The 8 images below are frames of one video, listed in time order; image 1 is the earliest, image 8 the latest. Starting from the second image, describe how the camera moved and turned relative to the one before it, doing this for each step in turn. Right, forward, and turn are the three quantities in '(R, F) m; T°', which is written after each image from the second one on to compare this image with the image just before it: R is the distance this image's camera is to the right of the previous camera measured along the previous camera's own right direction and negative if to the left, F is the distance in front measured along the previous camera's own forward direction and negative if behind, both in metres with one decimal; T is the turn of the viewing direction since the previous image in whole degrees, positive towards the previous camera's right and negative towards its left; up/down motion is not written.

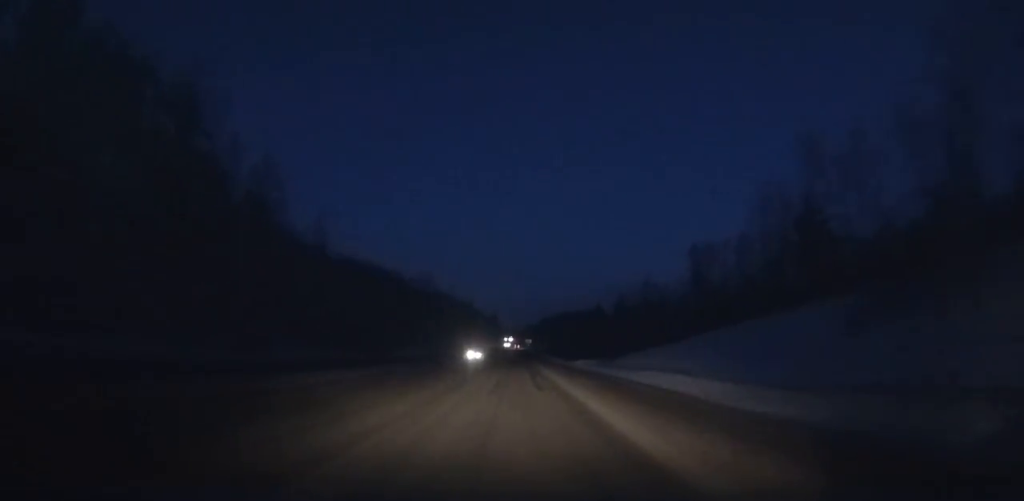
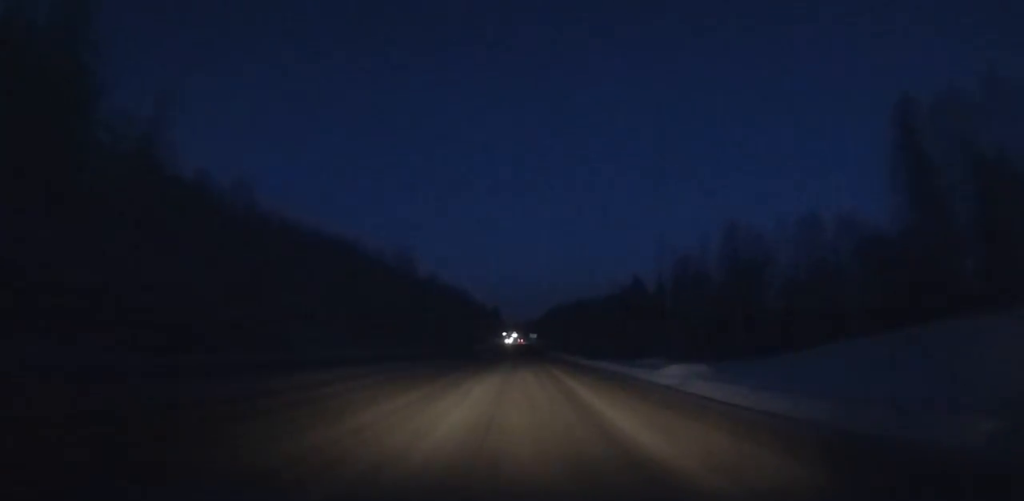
(-0.2, +42.4) m; 0°
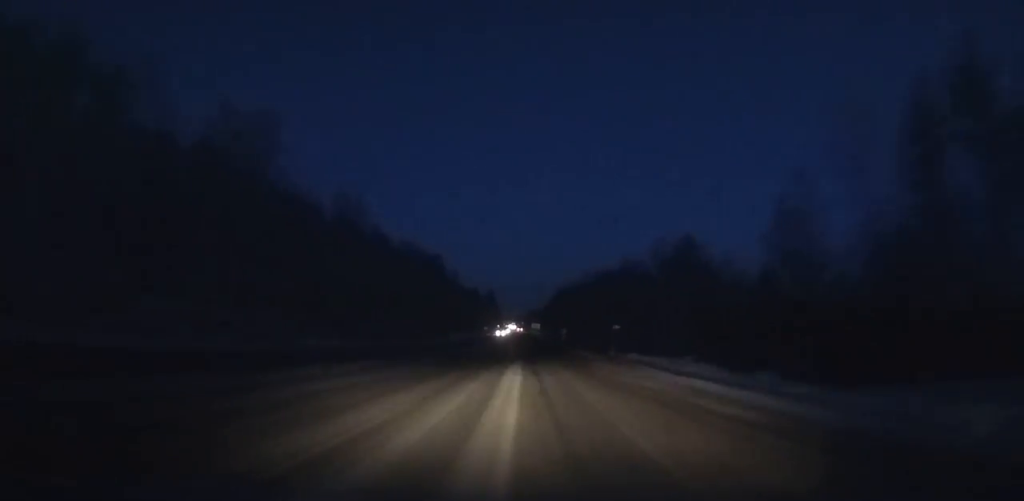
(-0.5, +78.6) m; 0°
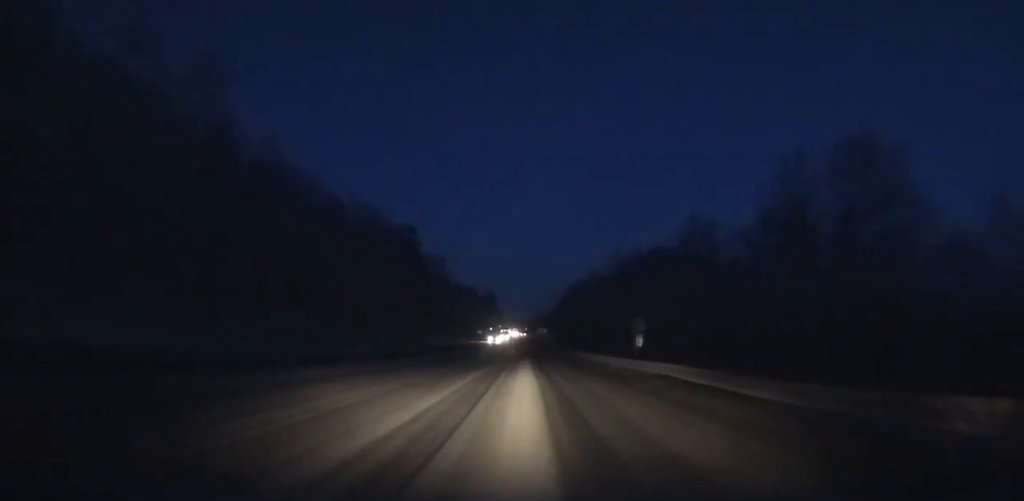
(-0.1, +47.2) m; 0°
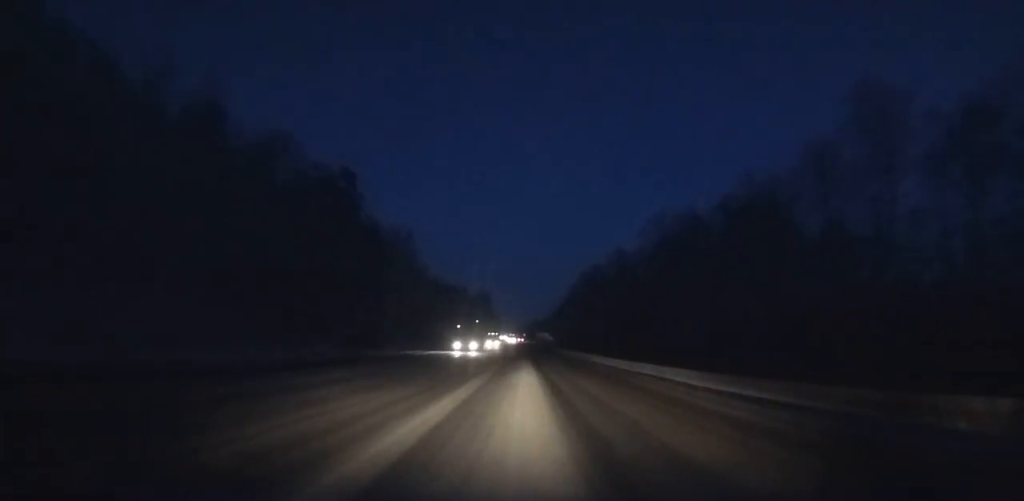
(0.0, +42.8) m; 0°
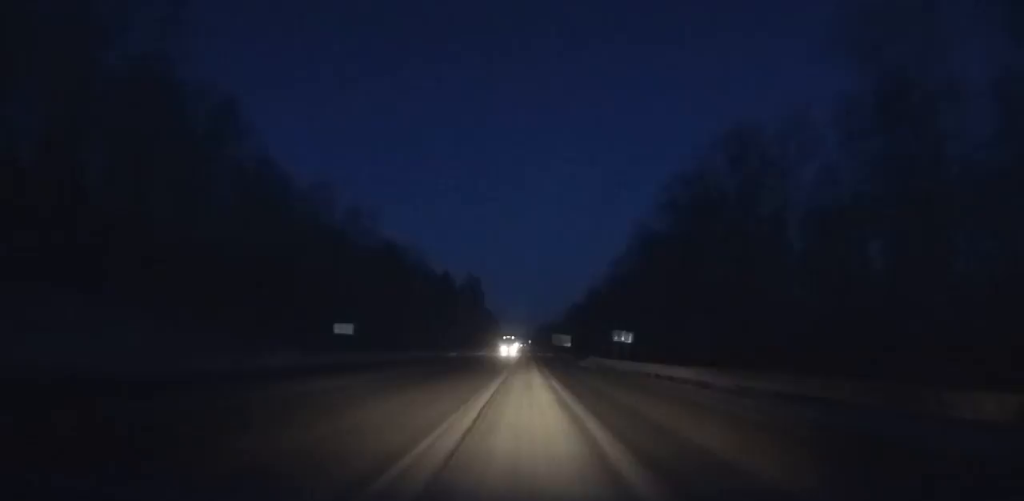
(0.0, +90.5) m; 0°
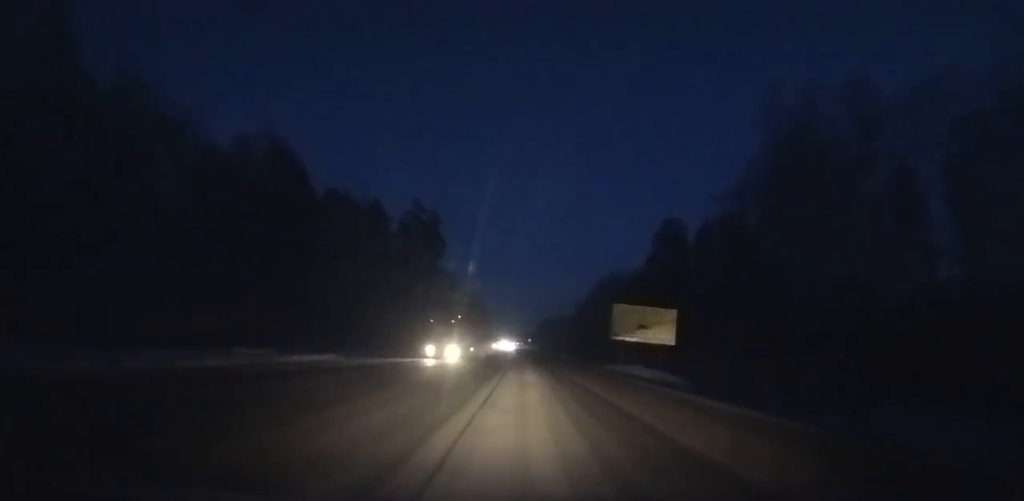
(+0.4, +106.3) m; 0°
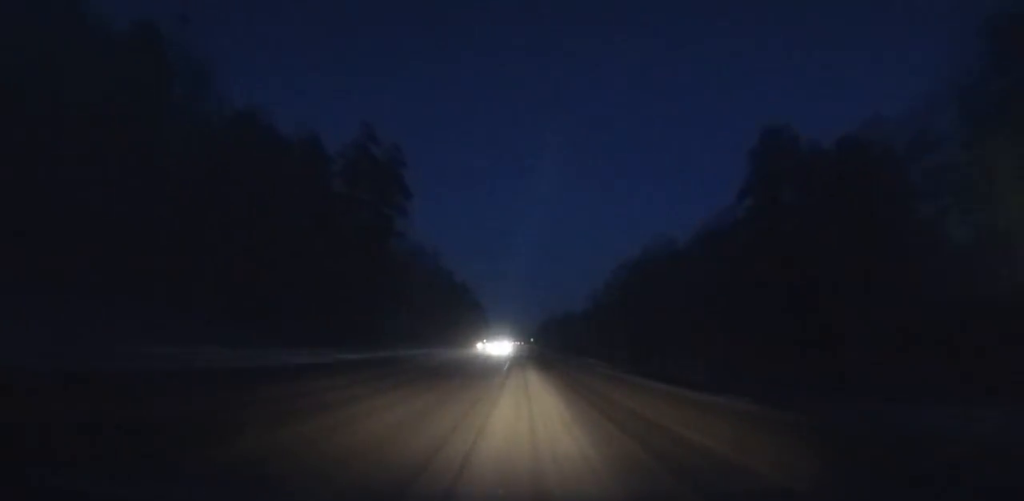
(-0.1, +37.4) m; 0°
